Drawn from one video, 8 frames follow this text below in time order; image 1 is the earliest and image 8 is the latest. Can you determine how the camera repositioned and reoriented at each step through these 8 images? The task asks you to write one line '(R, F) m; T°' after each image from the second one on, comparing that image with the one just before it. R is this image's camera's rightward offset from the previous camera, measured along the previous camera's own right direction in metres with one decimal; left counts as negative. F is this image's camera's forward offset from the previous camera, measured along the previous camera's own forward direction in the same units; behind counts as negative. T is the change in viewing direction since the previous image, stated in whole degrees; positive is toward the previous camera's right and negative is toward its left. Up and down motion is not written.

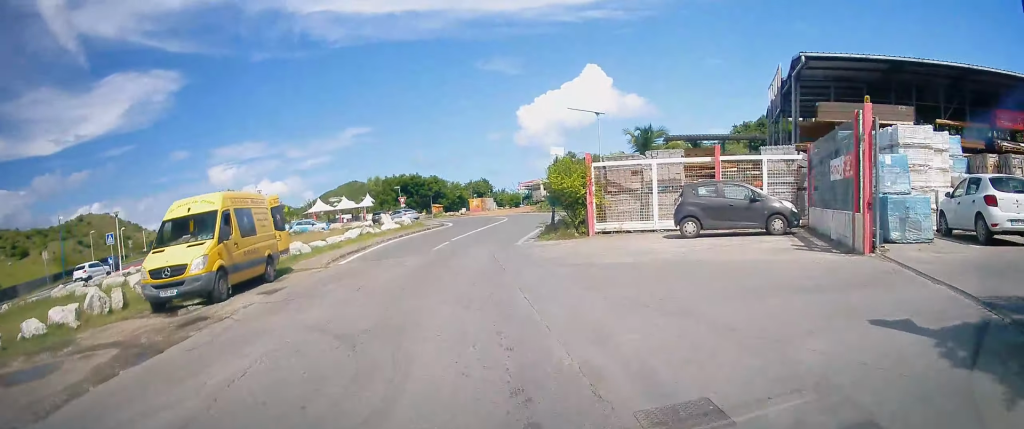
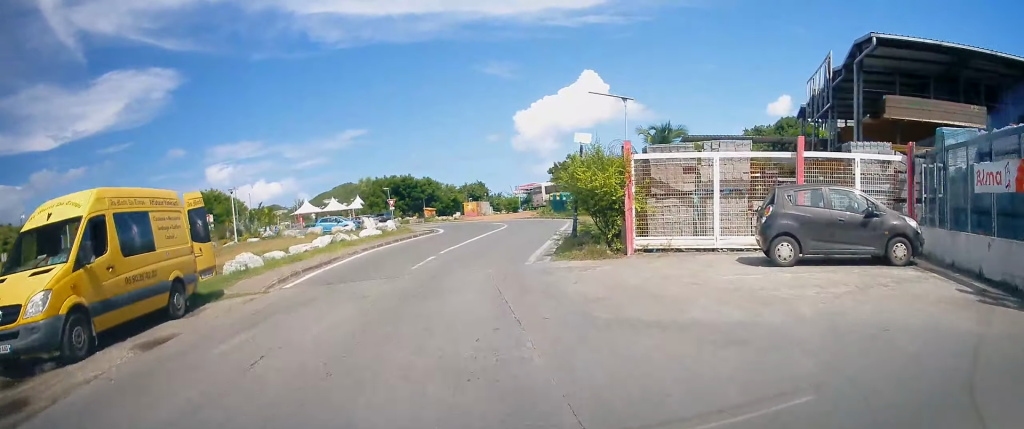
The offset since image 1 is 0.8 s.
(+0.3, +5.4) m; +1°
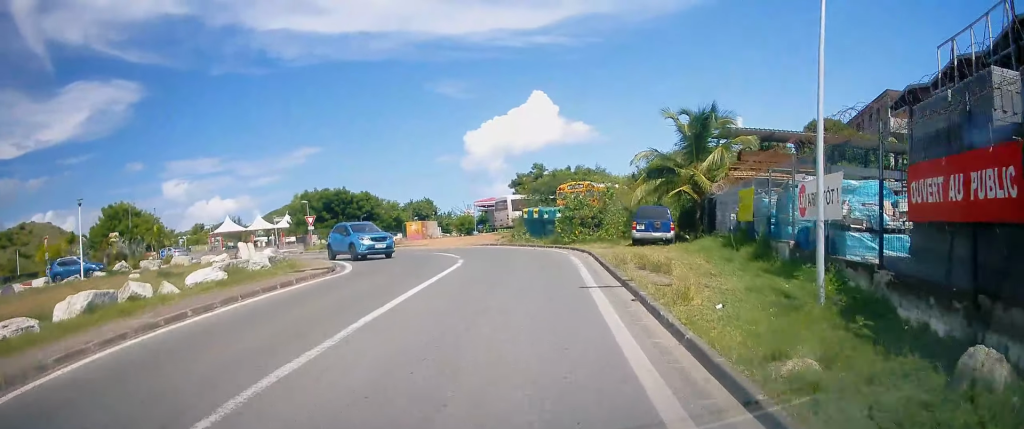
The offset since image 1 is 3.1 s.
(+0.1, +15.0) m; +4°
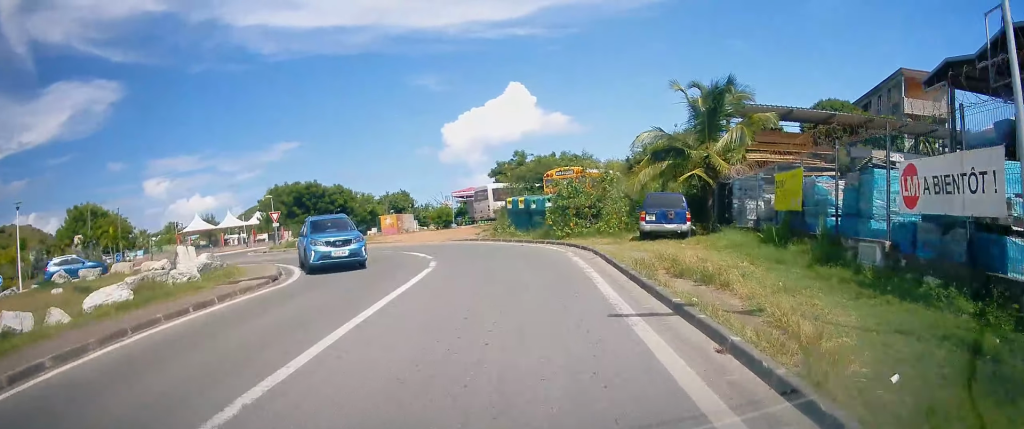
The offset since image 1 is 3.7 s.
(+0.1, +4.1) m; +3°
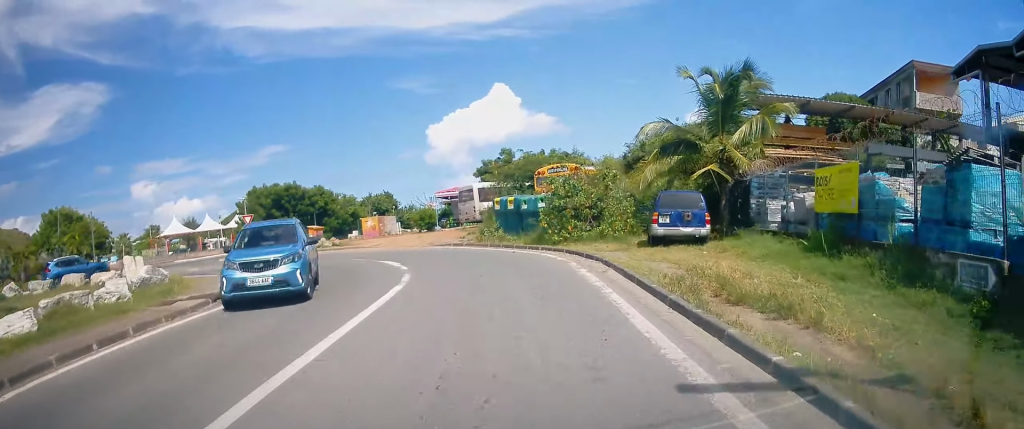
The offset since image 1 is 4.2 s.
(-0.1, +3.0) m; +2°
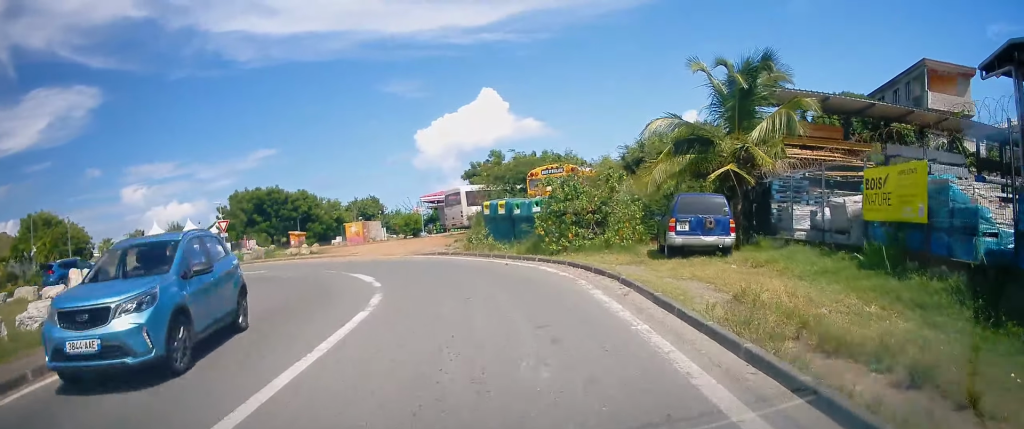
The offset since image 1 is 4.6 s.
(+0.2, +2.5) m; 0°
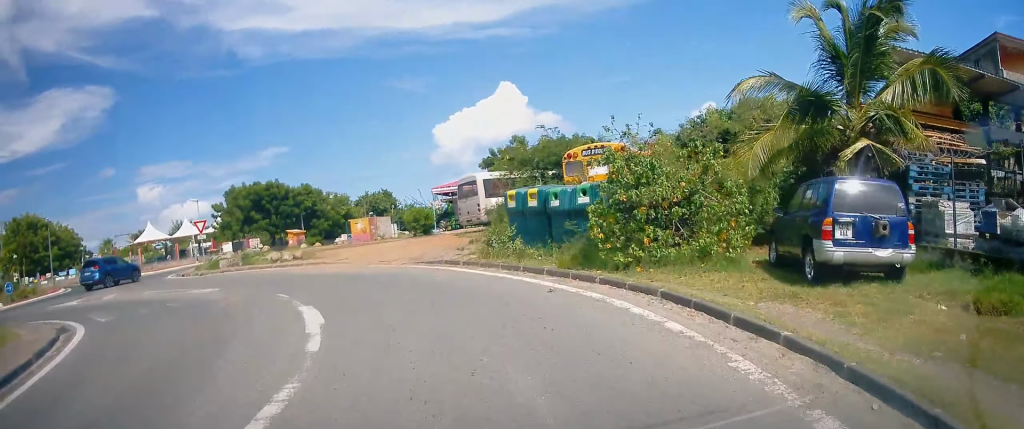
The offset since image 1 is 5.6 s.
(+0.2, +6.1) m; -4°
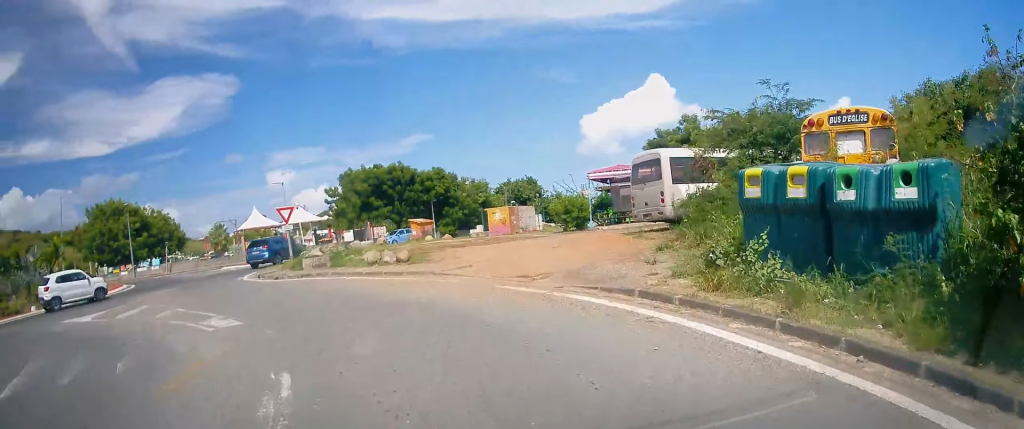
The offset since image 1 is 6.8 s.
(-0.9, +7.5) m; -17°
